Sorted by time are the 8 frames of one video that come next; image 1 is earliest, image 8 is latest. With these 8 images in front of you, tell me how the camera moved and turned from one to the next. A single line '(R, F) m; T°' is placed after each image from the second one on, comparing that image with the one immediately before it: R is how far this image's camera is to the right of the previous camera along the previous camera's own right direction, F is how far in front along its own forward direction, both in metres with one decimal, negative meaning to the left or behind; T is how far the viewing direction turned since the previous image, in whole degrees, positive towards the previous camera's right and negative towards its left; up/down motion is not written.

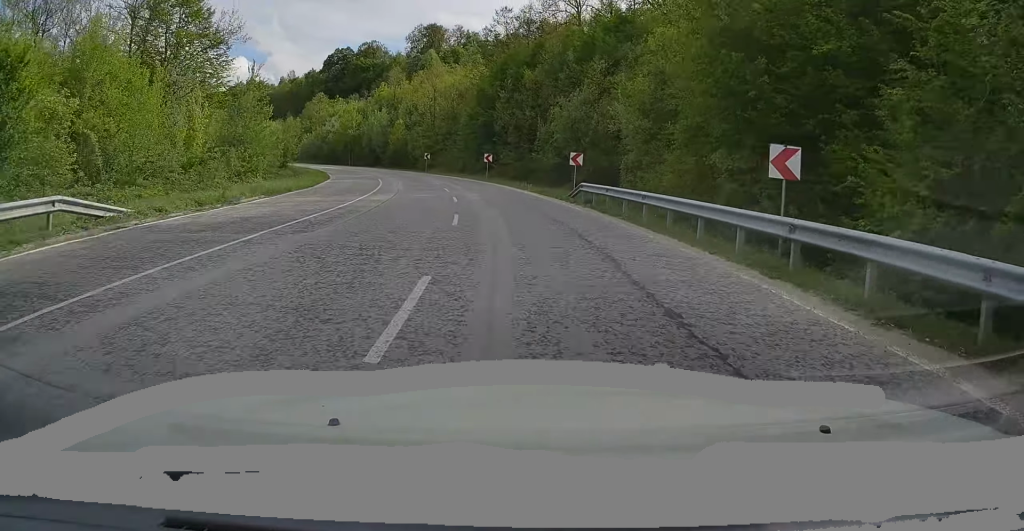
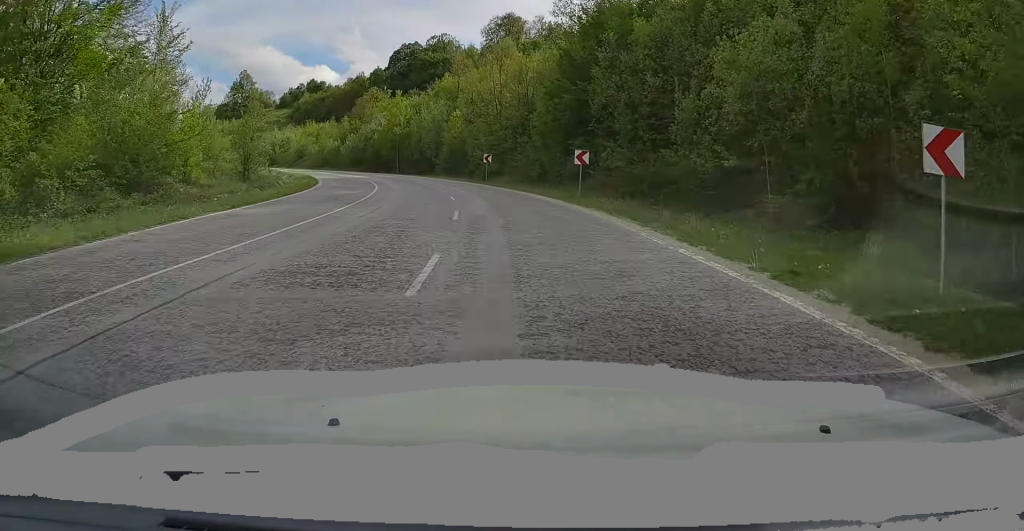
(-1.7, +24.7) m; -8°
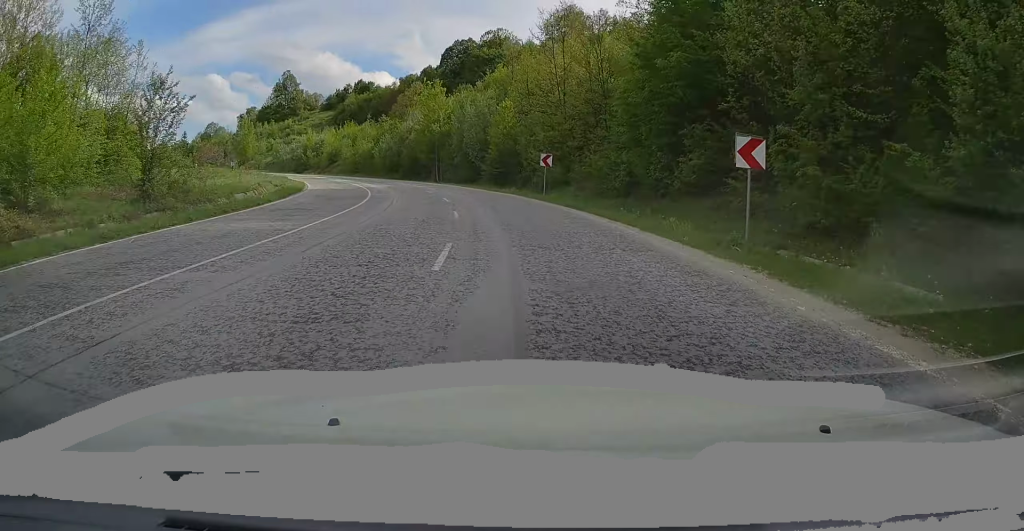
(-0.8, +16.1) m; -6°
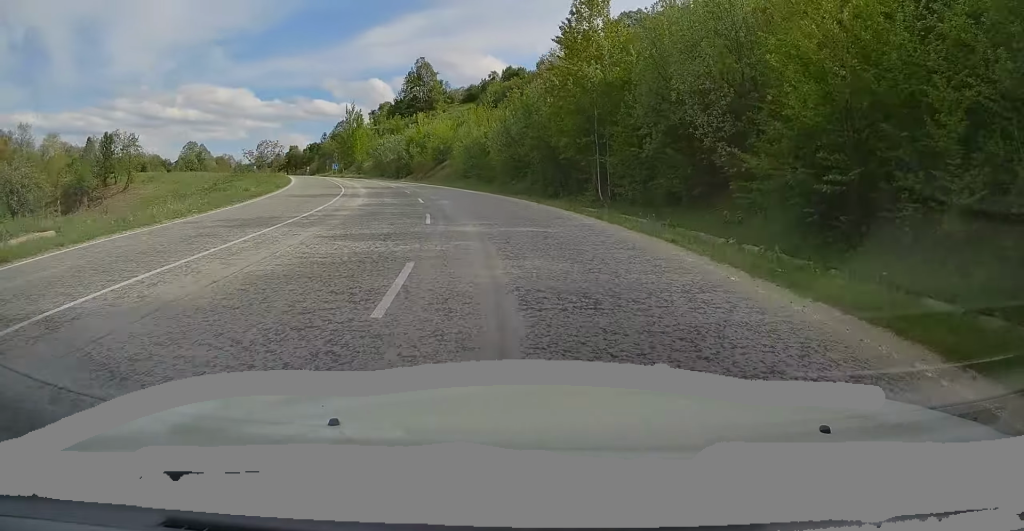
(-4.7, +37.9) m; -14°
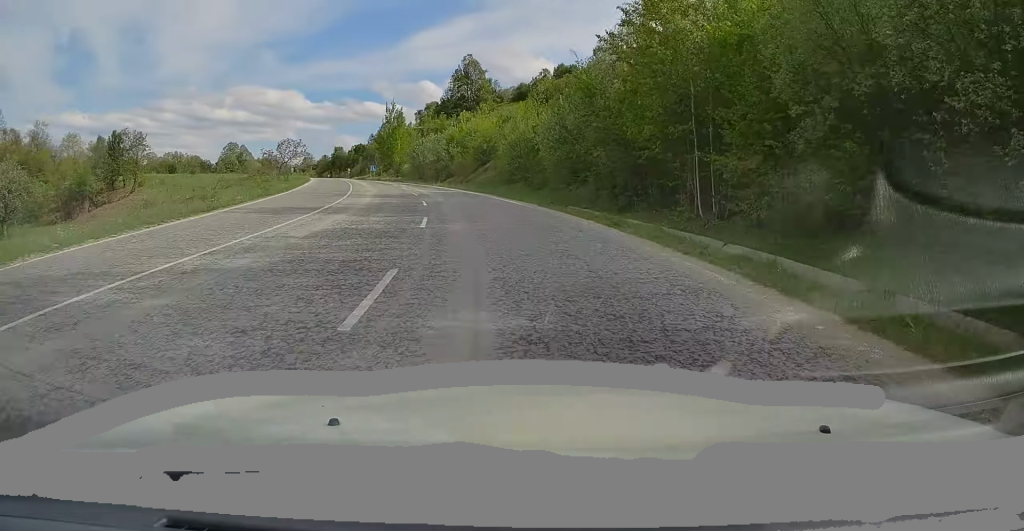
(+0.1, +9.5) m; -4°
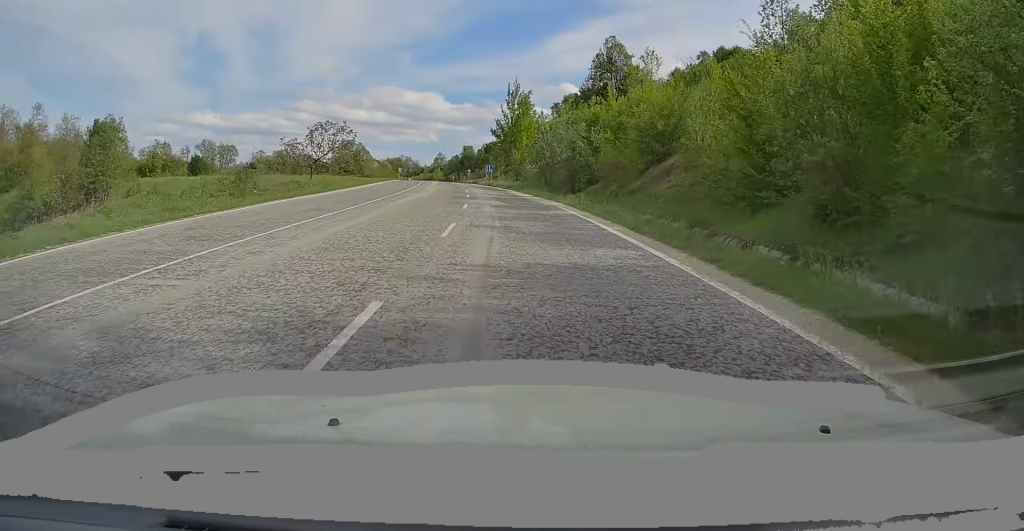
(-3.4, +28.9) m; -11°
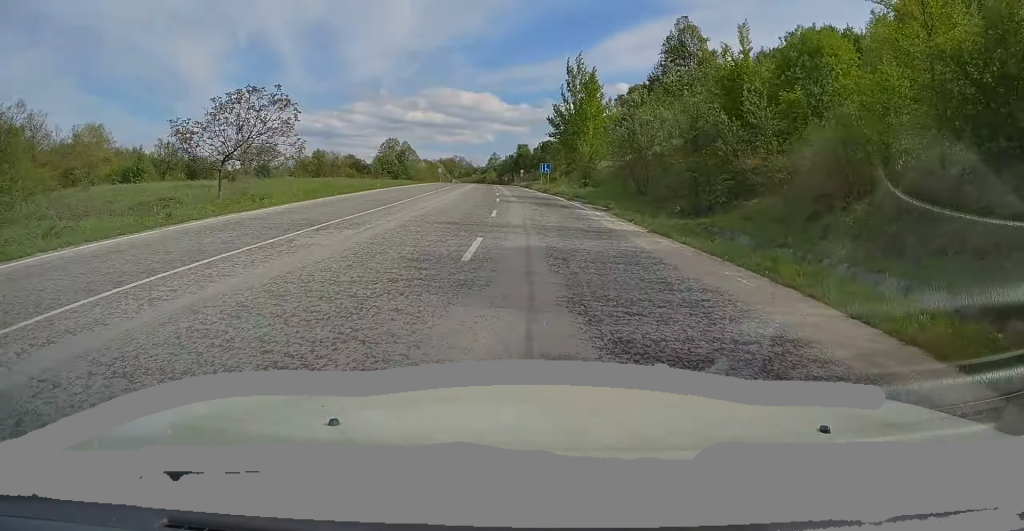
(-1.3, +20.9) m; -6°
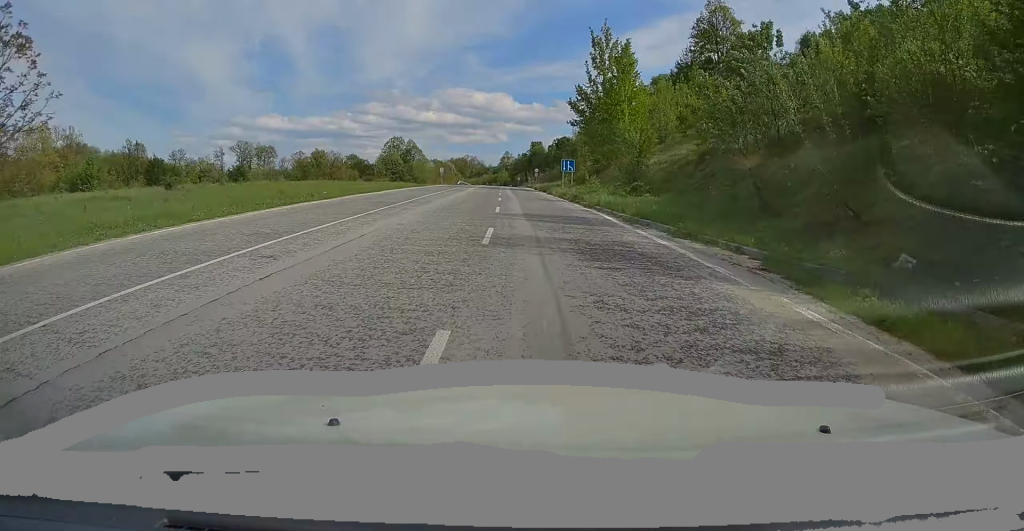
(-0.6, +15.5) m; -3°
